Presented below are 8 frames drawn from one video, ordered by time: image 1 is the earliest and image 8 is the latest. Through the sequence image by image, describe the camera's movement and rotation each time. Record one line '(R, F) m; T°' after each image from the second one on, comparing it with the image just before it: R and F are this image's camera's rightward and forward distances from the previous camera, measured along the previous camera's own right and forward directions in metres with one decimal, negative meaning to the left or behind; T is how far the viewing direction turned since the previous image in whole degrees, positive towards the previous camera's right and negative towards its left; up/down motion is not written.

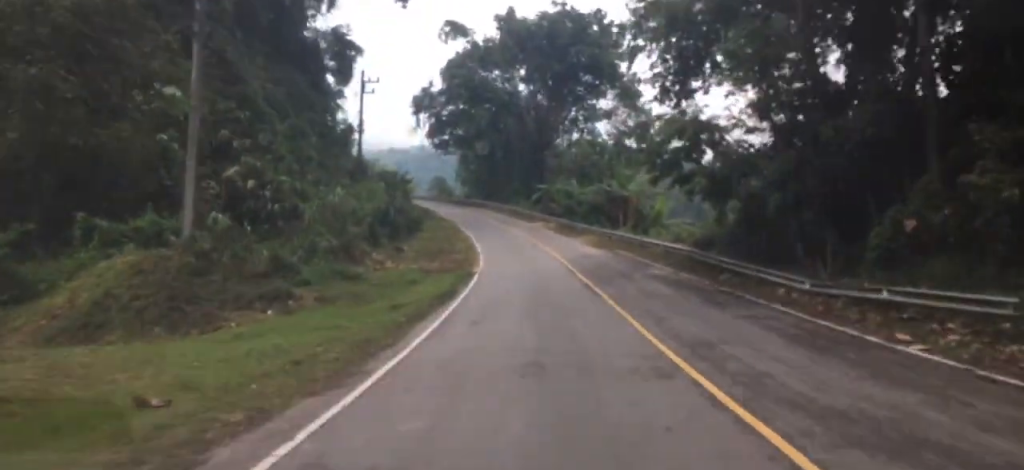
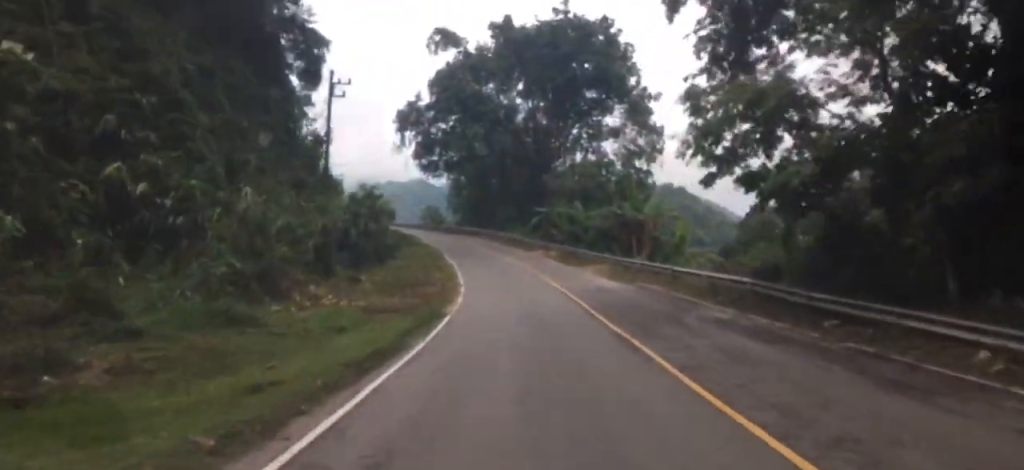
(0.0, +9.8) m; -2°
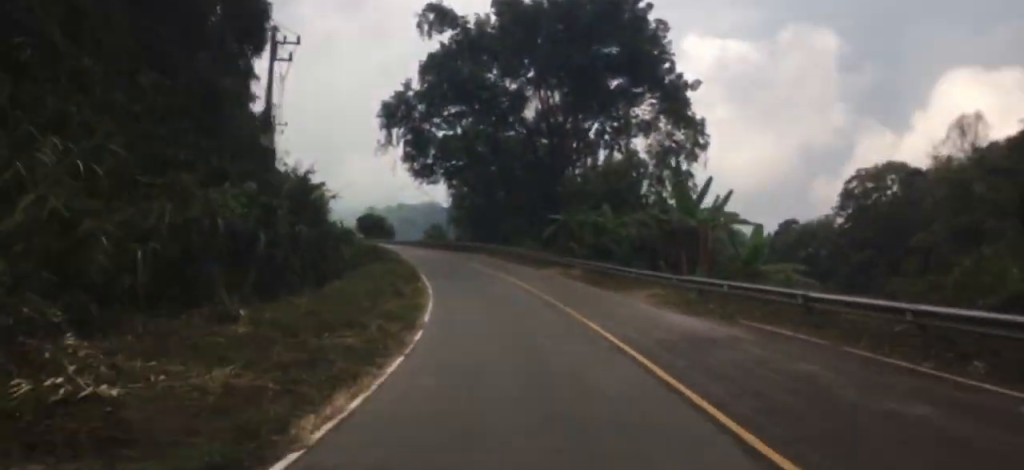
(-0.5, +13.4) m; -2°
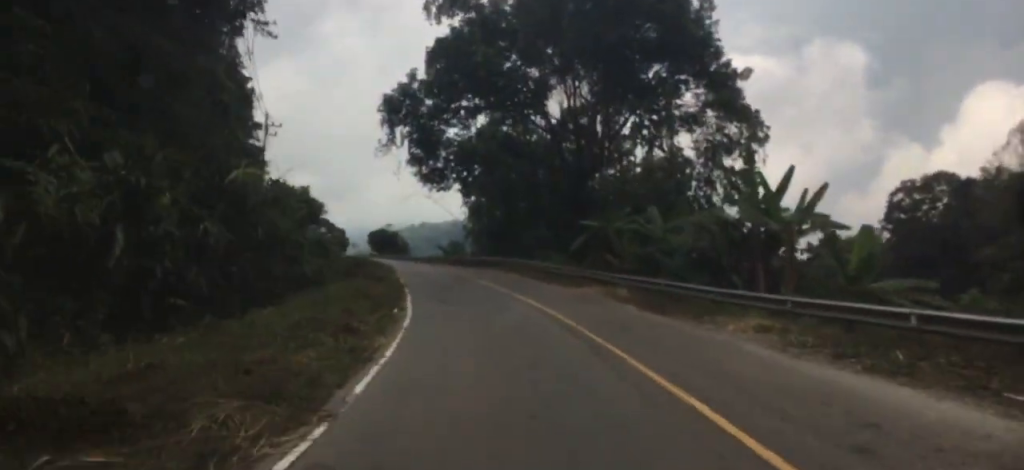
(-0.2, +9.0) m; -1°
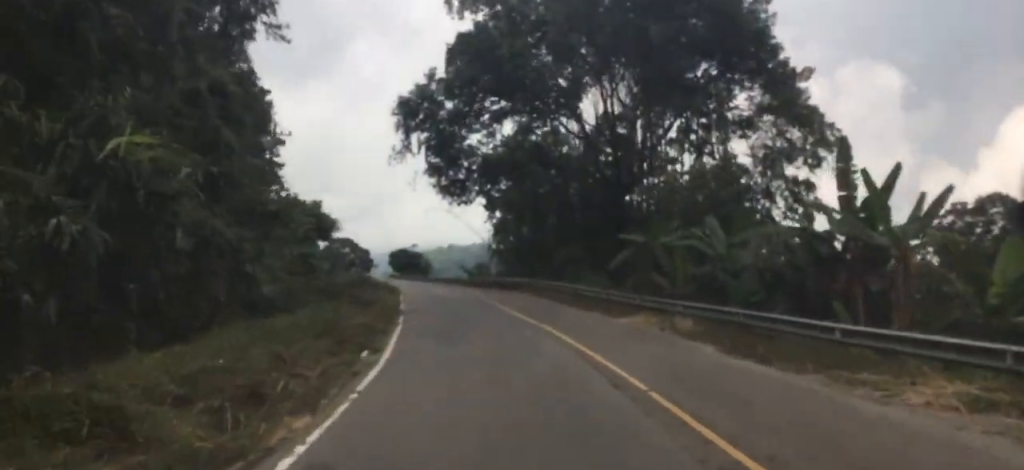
(+0.1, +6.2) m; 0°
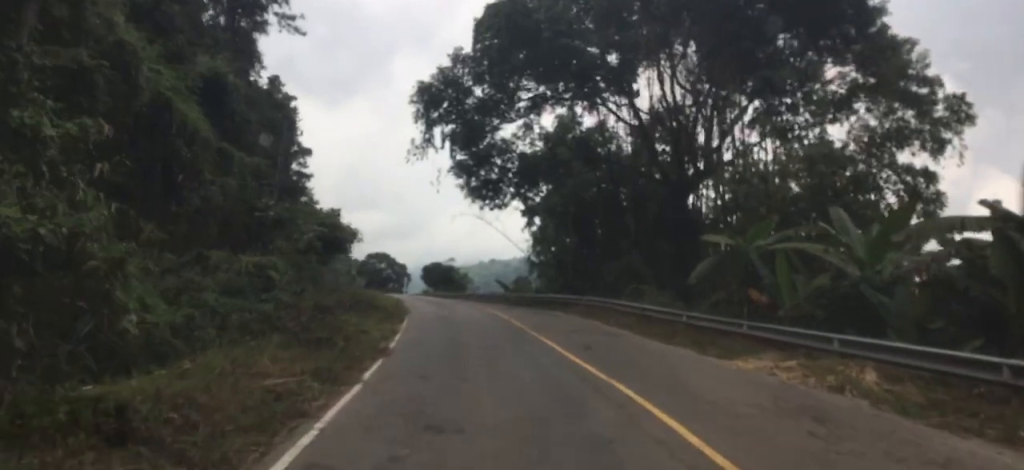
(+0.1, +8.2) m; -1°
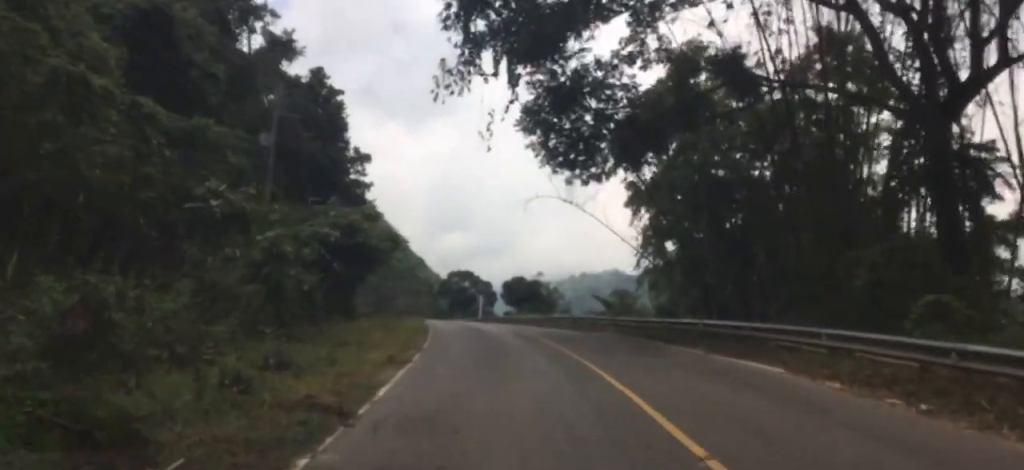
(-1.4, +18.7) m; -8°
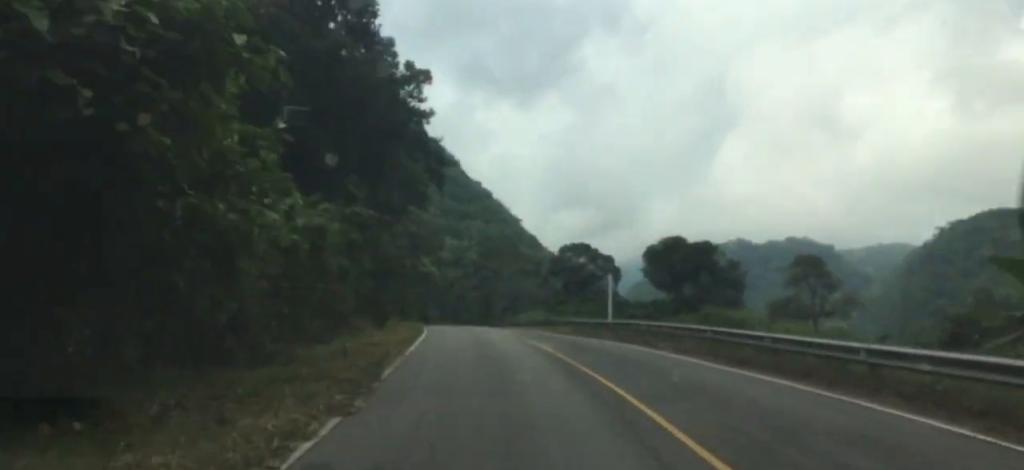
(-2.7, +36.4) m; -9°
